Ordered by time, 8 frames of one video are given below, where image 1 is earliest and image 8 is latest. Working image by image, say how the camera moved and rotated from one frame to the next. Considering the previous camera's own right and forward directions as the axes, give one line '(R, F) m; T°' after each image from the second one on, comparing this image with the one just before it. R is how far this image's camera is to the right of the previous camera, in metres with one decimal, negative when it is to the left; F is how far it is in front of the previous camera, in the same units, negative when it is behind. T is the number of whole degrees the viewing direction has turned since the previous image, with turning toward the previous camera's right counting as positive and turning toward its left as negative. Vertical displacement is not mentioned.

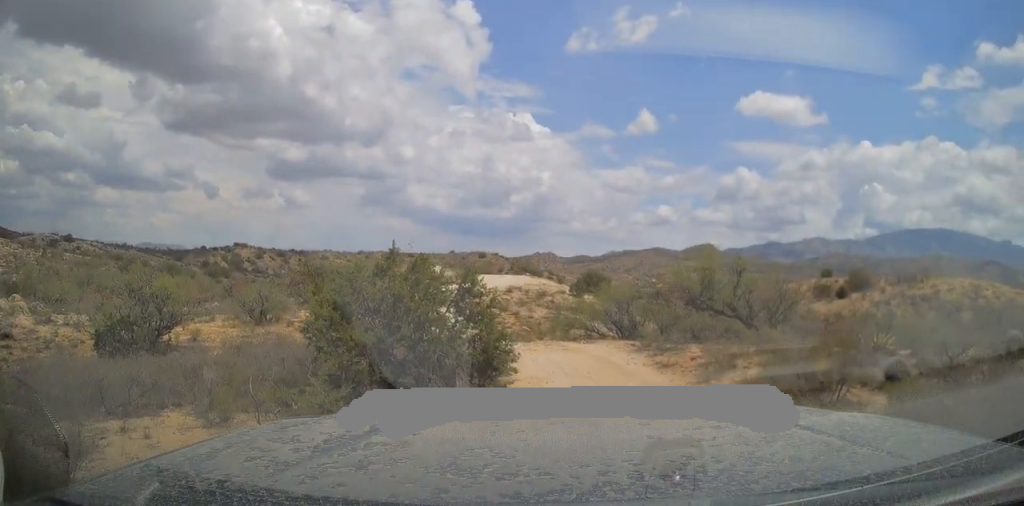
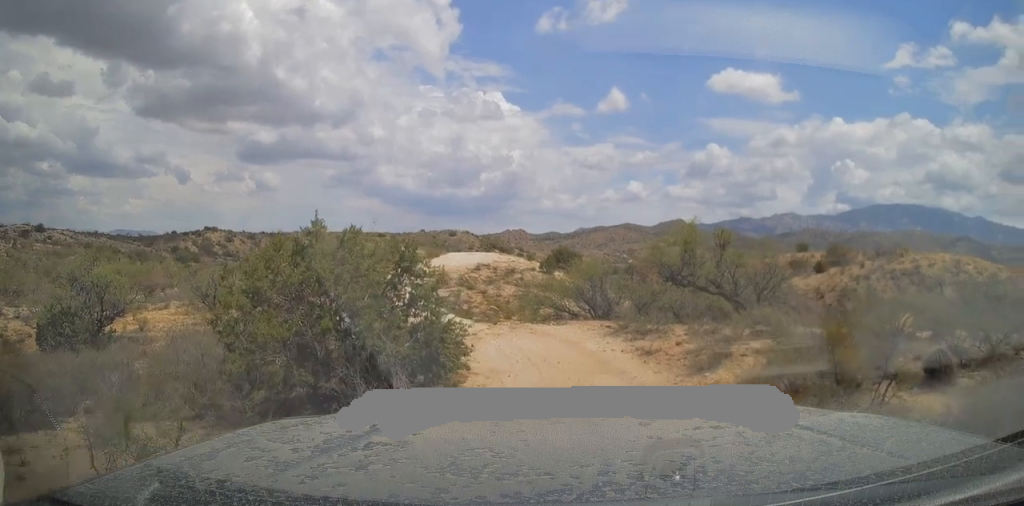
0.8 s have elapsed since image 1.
(0.0, +1.7) m; +3°
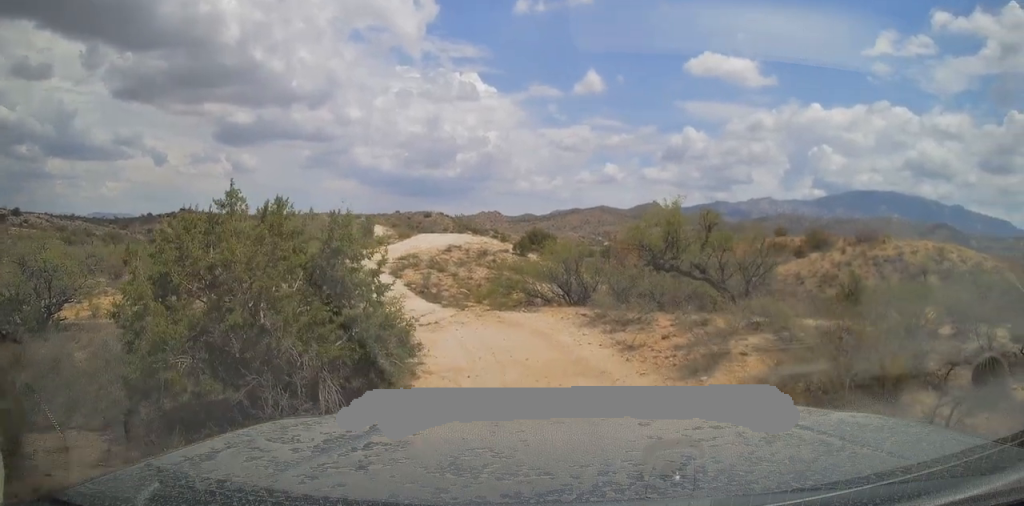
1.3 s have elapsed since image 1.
(+0.1, +1.5) m; +2°
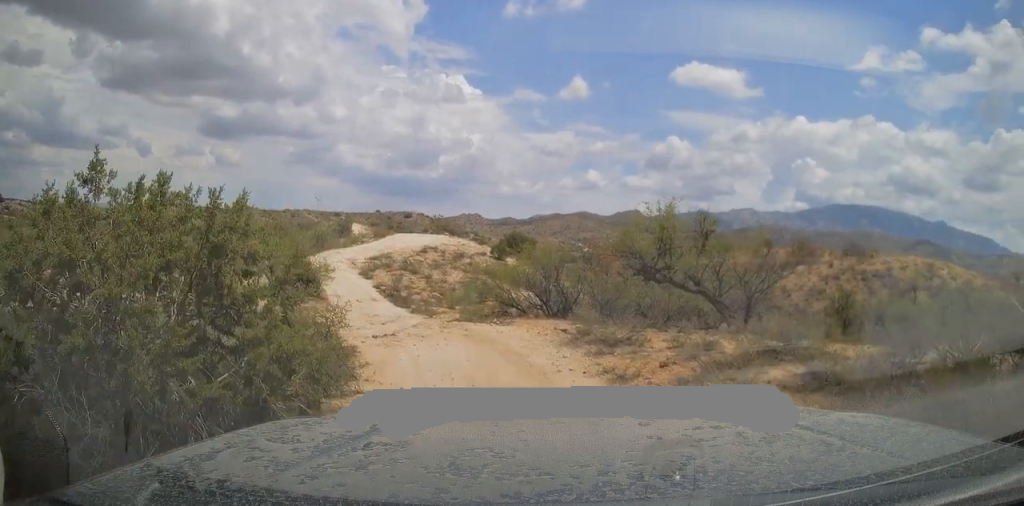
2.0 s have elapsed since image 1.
(0.0, +1.9) m; +1°
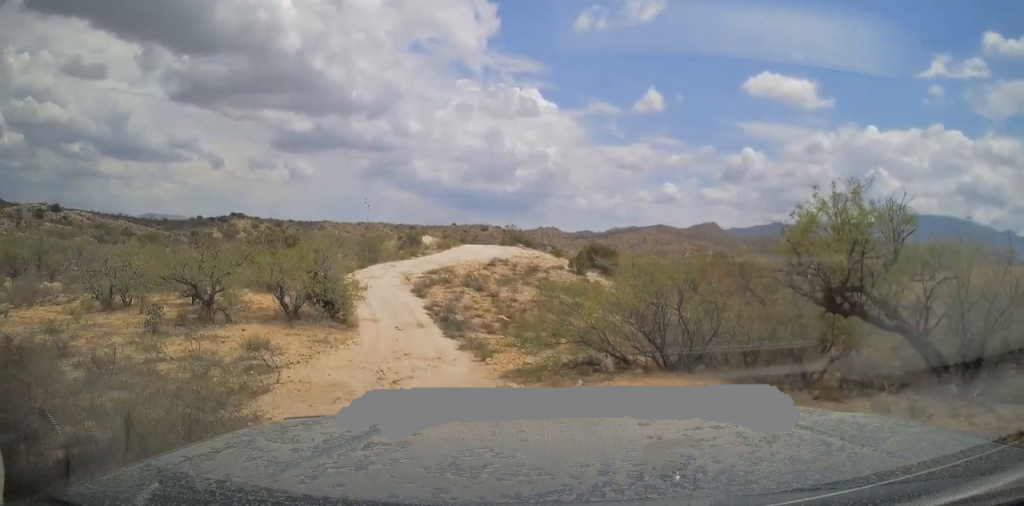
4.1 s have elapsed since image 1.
(-0.3, +5.8) m; -7°
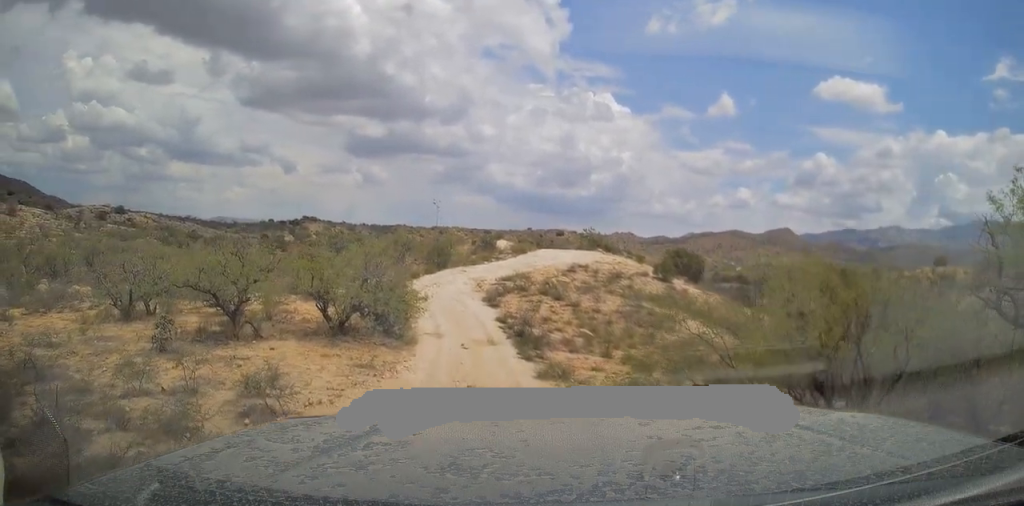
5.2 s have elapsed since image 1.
(-0.1, +3.1) m; -5°
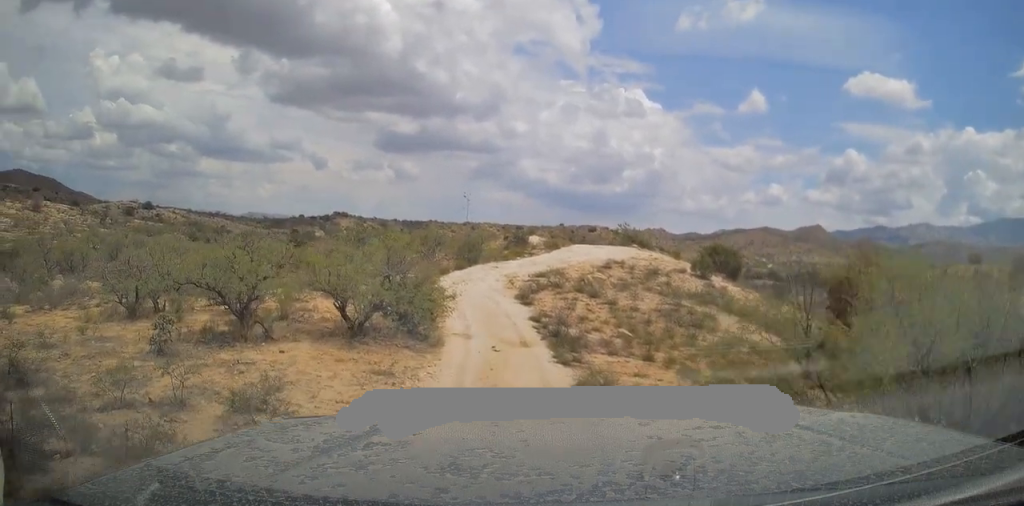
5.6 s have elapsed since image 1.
(-0.1, +1.3) m; -1°
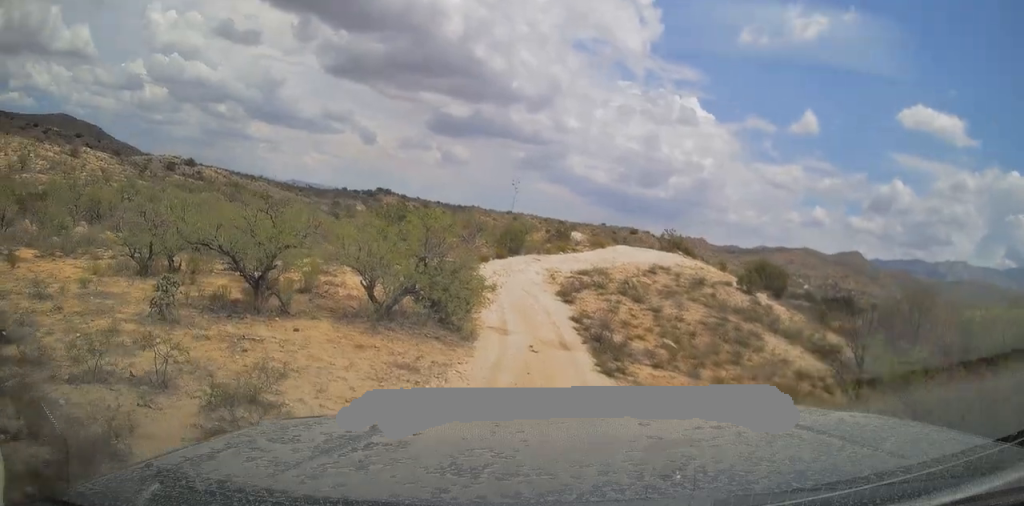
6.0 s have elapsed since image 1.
(0.0, +1.2) m; -1°
